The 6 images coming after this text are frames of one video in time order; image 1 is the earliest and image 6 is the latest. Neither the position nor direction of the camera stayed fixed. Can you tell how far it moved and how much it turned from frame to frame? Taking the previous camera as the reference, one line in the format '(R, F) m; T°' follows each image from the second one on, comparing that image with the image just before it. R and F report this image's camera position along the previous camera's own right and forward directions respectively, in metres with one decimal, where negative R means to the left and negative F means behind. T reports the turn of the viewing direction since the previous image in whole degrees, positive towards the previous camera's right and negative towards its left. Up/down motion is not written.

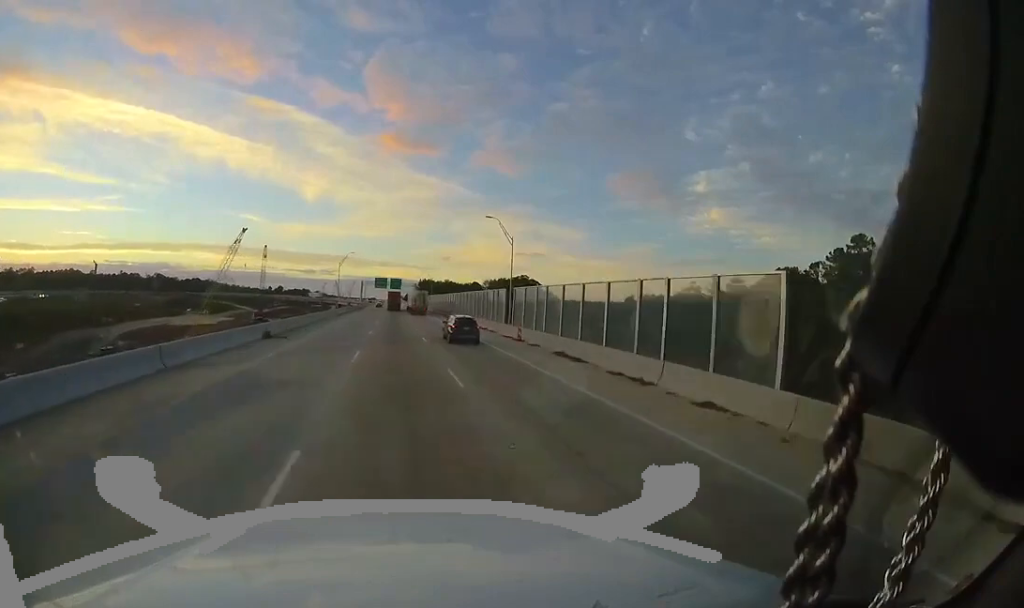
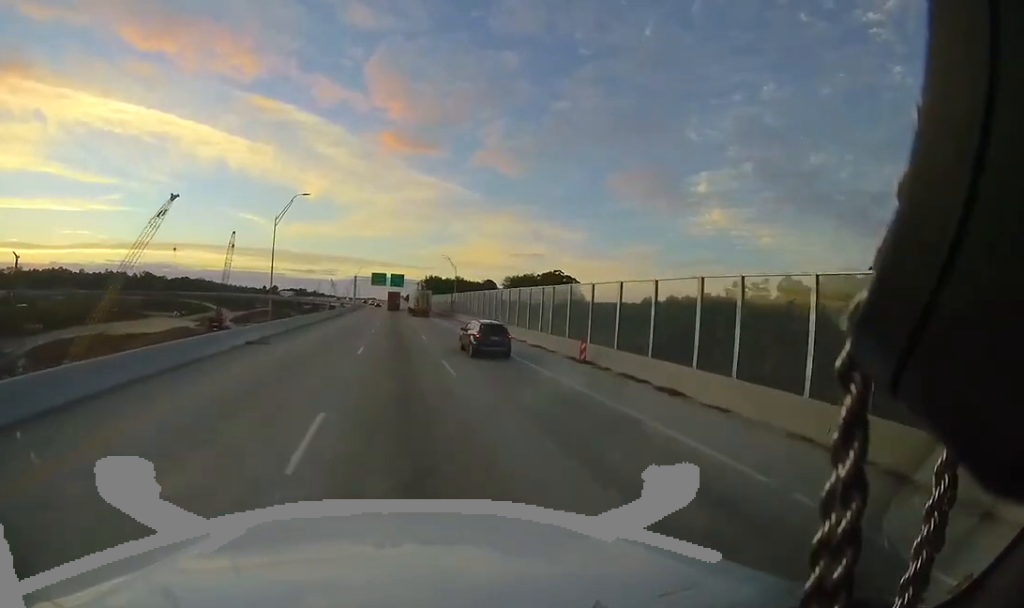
(0.0, +33.8) m; 0°
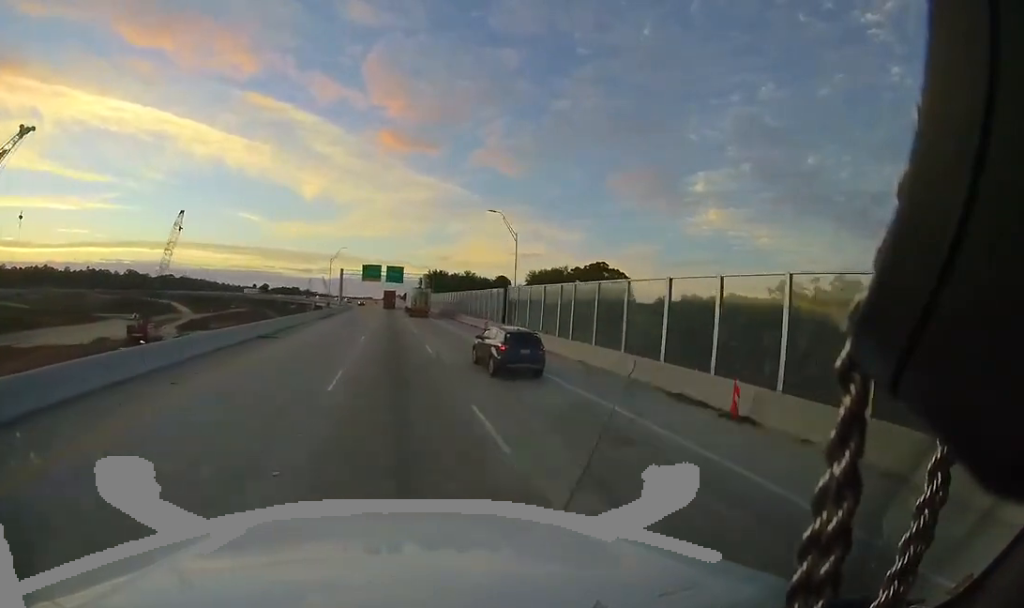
(+0.3, +31.0) m; +1°
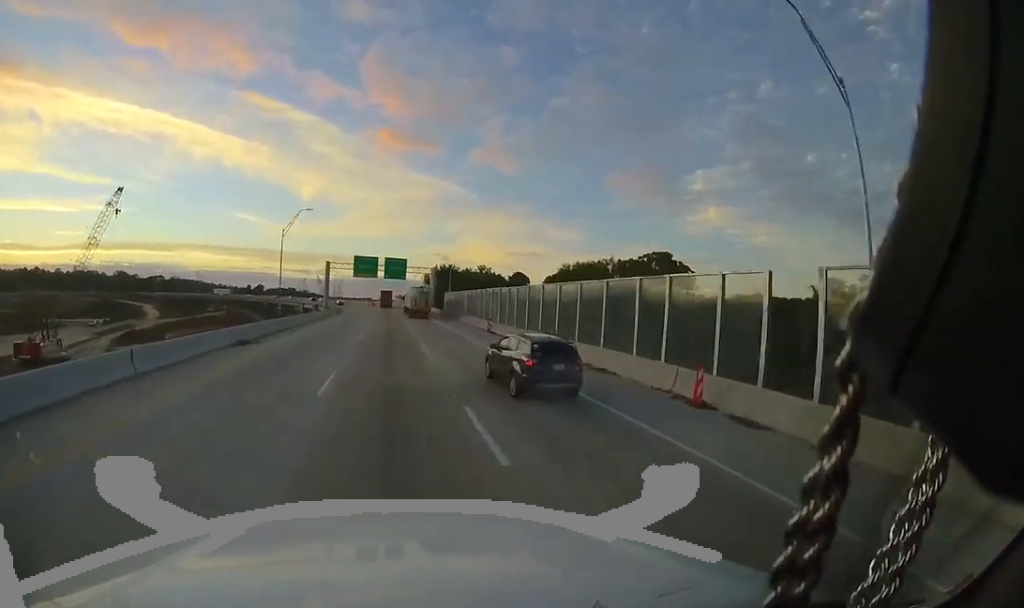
(0.0, +24.3) m; 0°
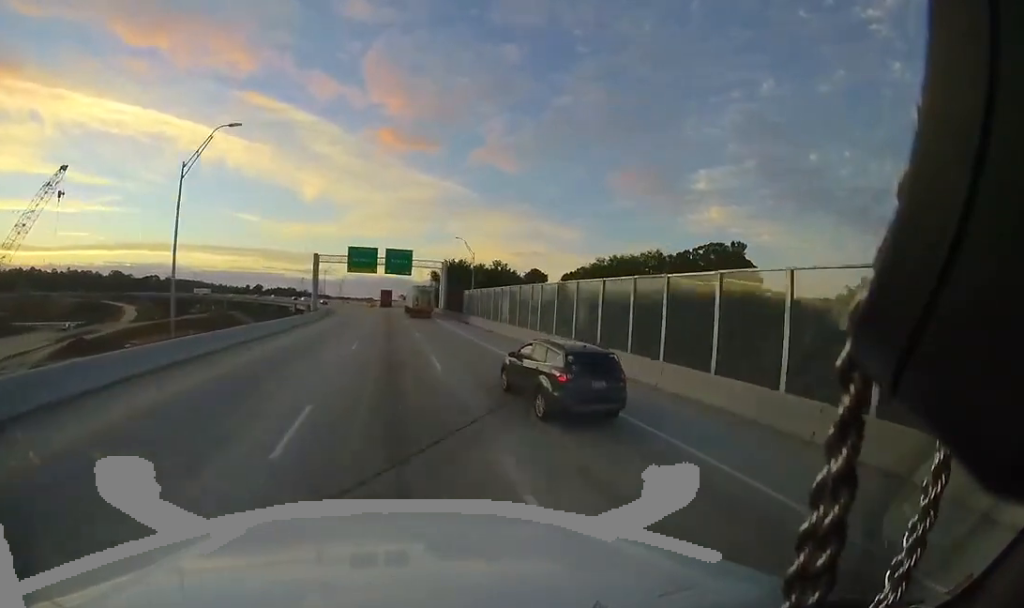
(0.0, +15.8) m; 0°
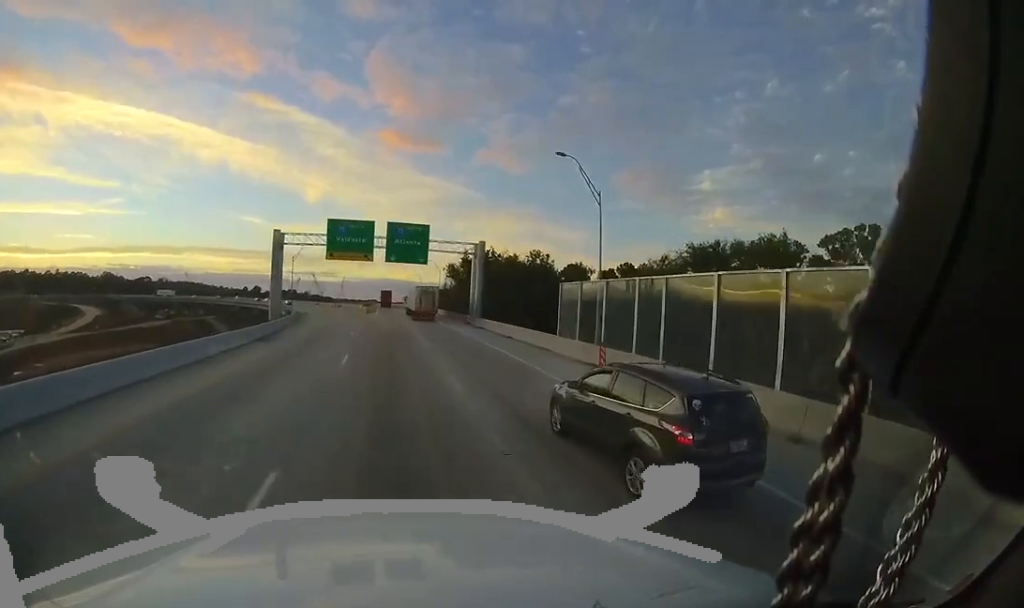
(0.0, +27.1) m; 0°
